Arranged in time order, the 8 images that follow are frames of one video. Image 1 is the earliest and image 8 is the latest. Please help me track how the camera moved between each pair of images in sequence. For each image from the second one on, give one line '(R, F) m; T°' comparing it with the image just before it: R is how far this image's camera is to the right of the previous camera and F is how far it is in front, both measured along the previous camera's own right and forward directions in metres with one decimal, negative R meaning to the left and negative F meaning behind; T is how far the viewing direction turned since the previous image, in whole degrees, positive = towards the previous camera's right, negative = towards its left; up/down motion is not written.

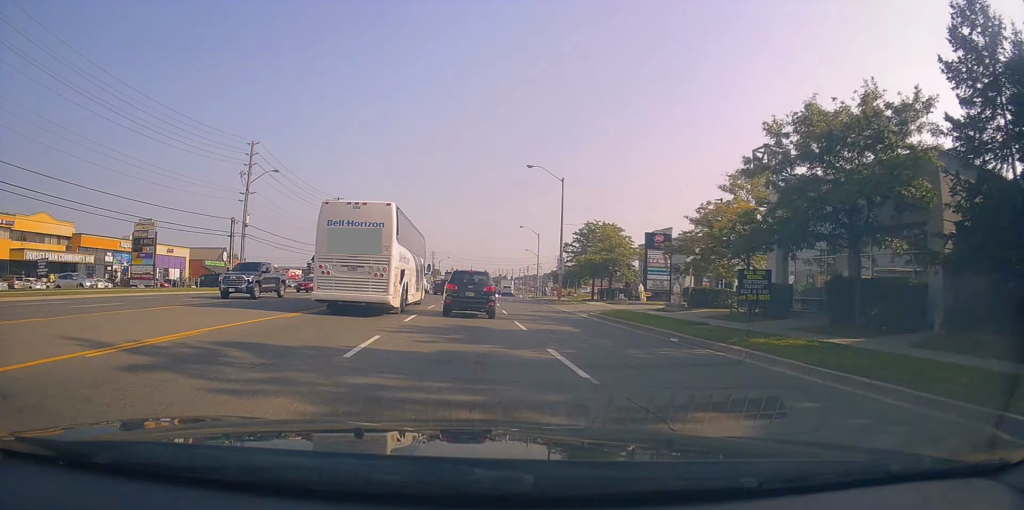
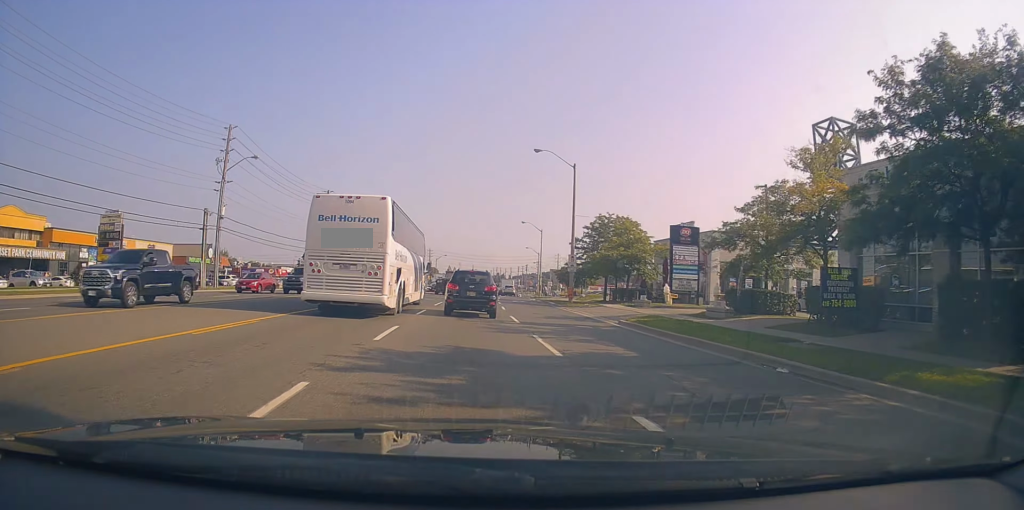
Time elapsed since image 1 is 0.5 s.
(0.0, +5.6) m; +1°
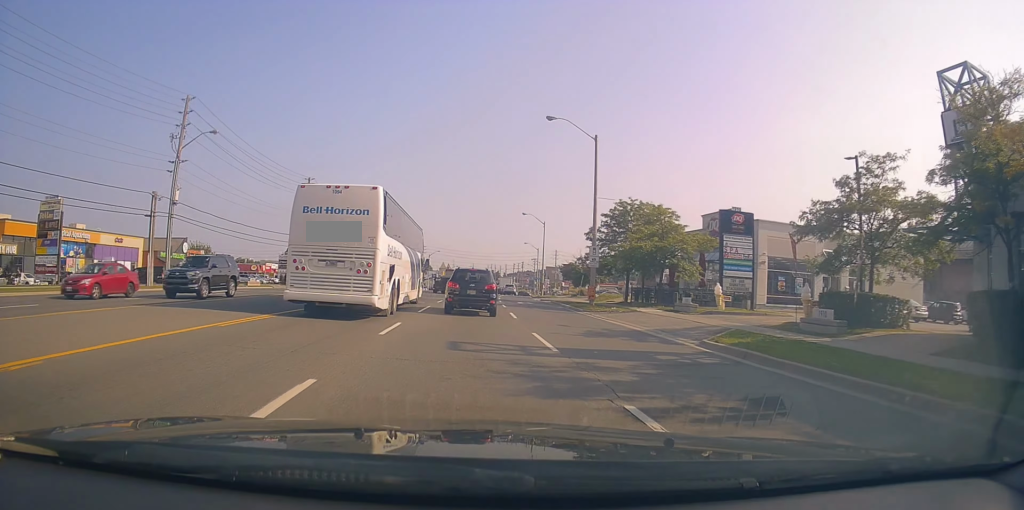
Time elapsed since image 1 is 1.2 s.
(-0.1, +8.0) m; +1°
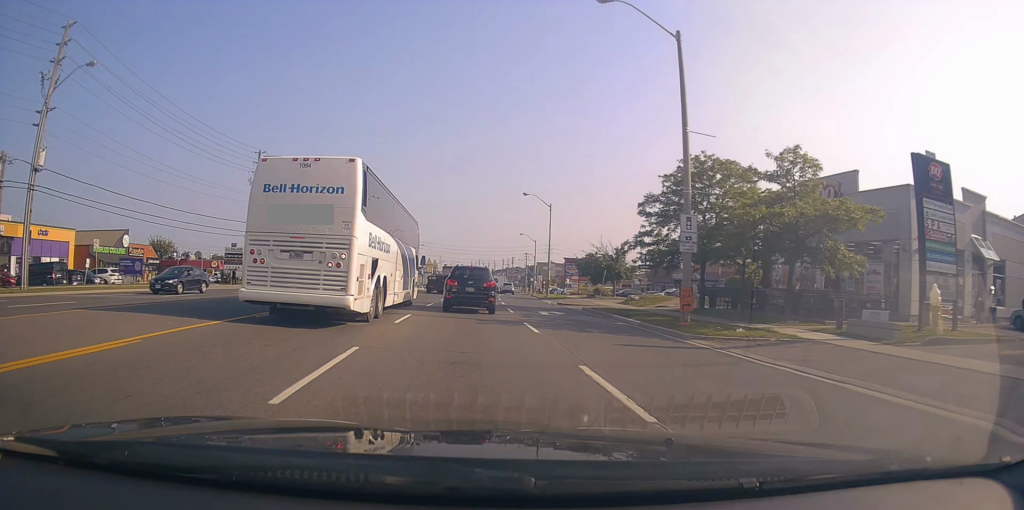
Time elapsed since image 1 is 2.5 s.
(+0.3, +15.2) m; 0°
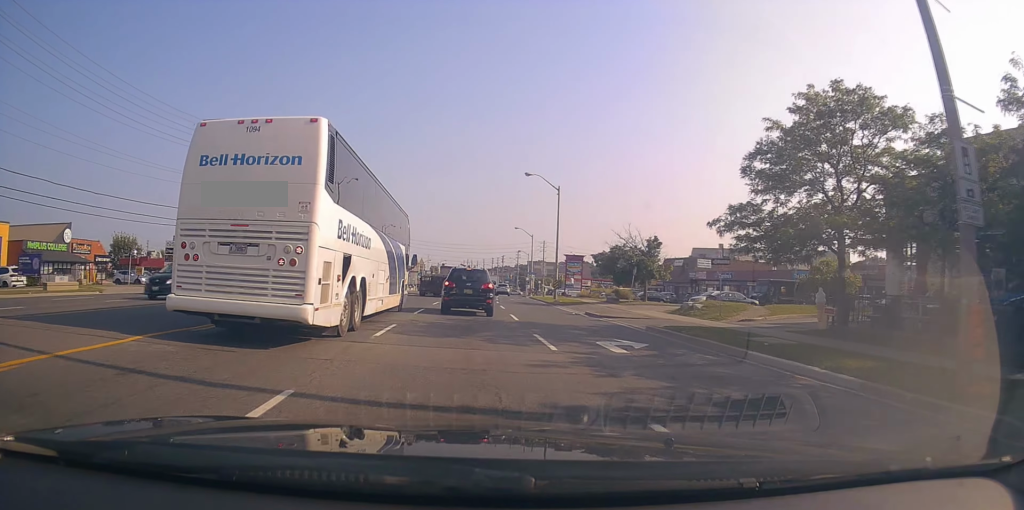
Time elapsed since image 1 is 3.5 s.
(-0.3, +12.3) m; 0°
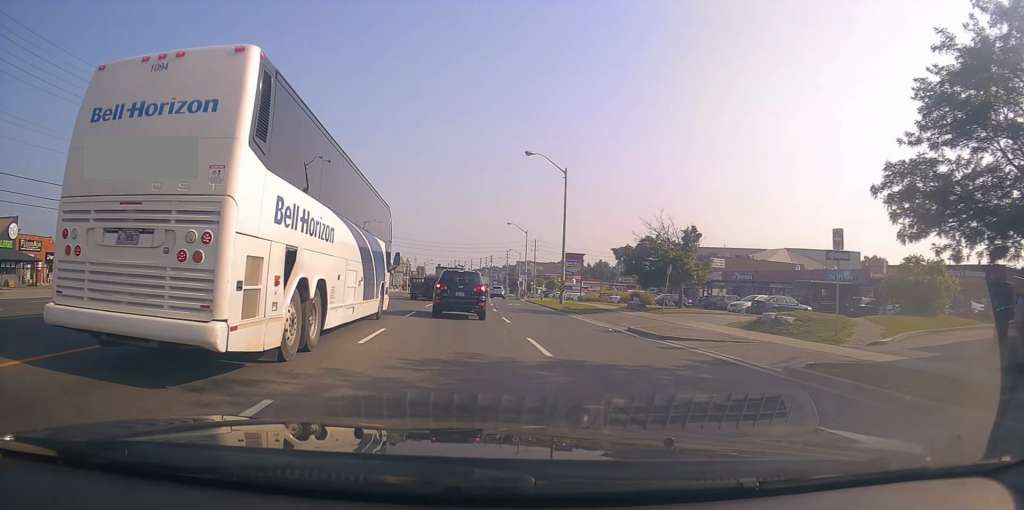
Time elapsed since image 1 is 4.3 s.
(0.0, +9.4) m; +3°
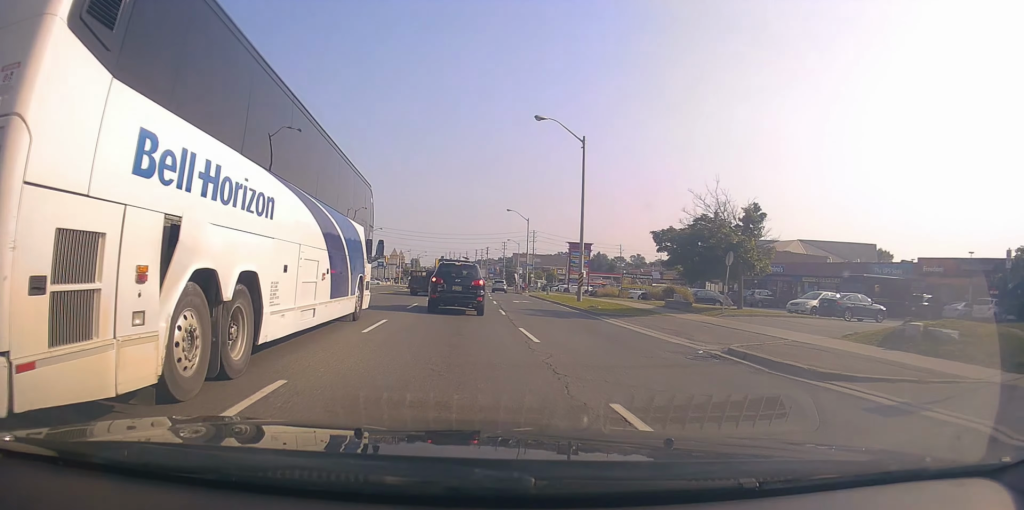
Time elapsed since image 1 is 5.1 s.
(+0.5, +8.3) m; +1°
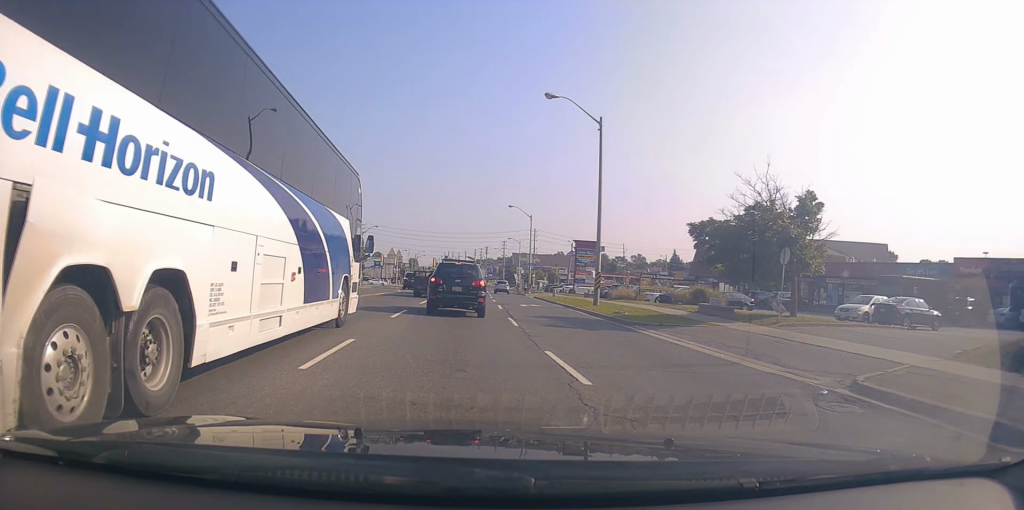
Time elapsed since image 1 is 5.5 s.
(0.0, +4.9) m; 0°
